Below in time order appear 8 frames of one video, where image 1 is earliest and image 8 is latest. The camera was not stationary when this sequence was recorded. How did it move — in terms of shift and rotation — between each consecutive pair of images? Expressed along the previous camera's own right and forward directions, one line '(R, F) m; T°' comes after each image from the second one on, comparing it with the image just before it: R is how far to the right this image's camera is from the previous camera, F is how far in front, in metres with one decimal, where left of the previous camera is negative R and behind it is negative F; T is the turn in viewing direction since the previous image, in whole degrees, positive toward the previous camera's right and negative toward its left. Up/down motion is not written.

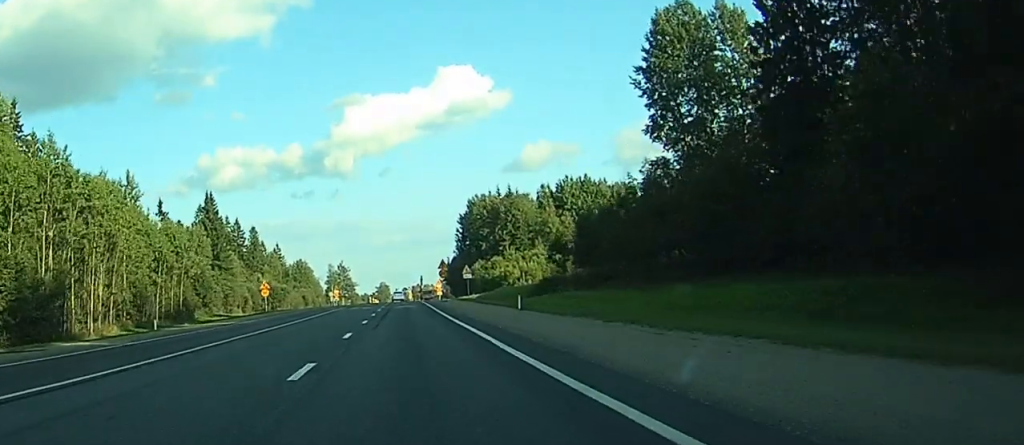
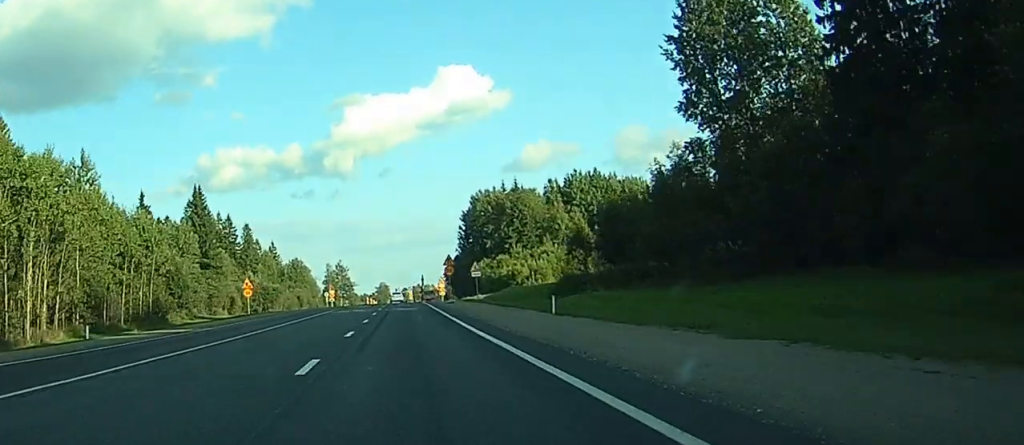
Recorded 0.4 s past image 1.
(0.0, +11.5) m; 0°
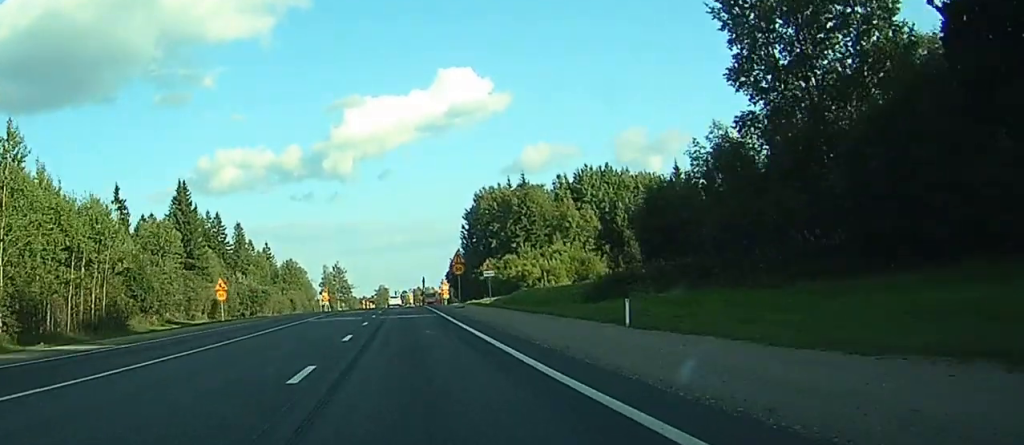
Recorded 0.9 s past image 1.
(0.0, +13.3) m; 0°
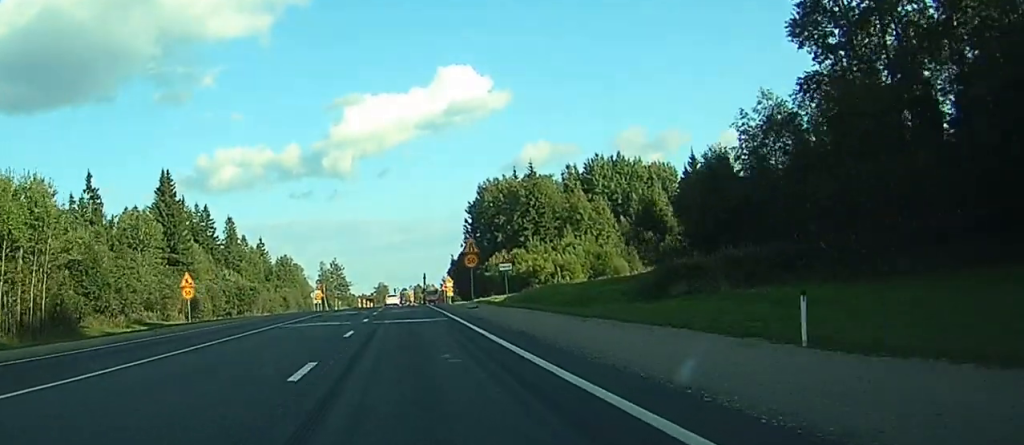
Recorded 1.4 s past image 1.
(0.0, +12.0) m; 0°
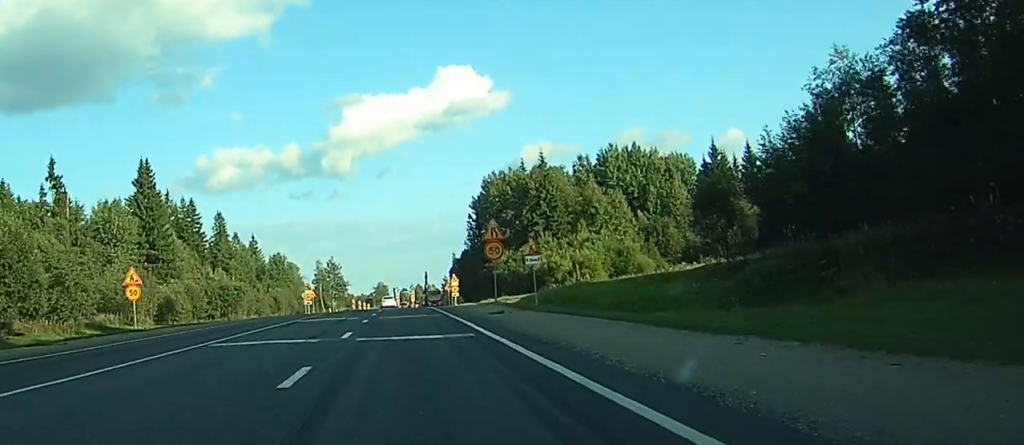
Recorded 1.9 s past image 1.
(0.0, +13.7) m; 0°
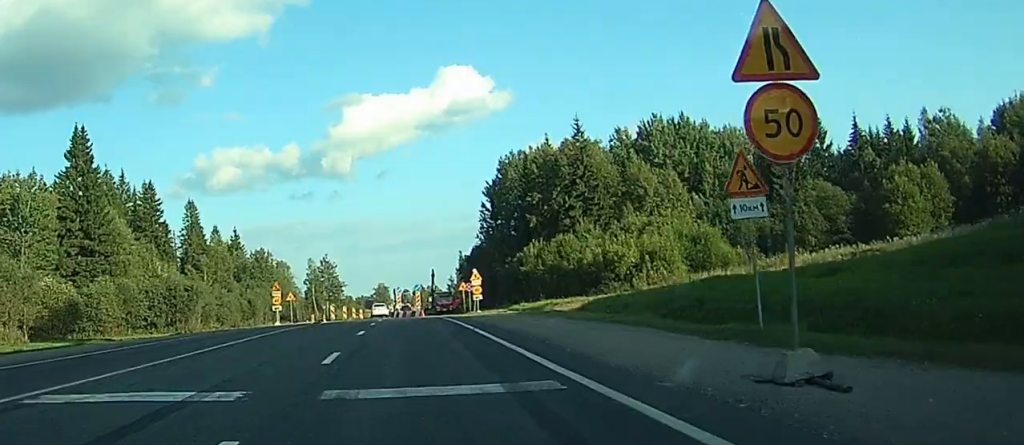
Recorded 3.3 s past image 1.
(+0.1, +33.7) m; 0°
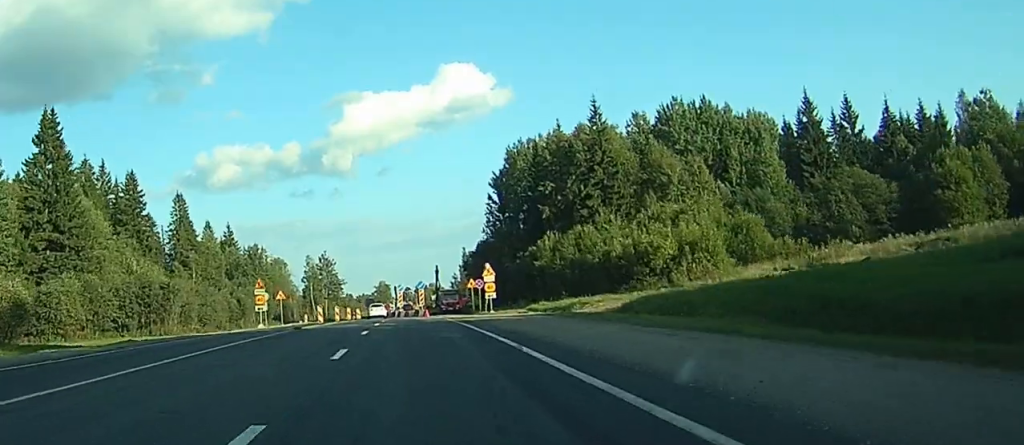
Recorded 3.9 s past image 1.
(0.0, +12.2) m; 0°
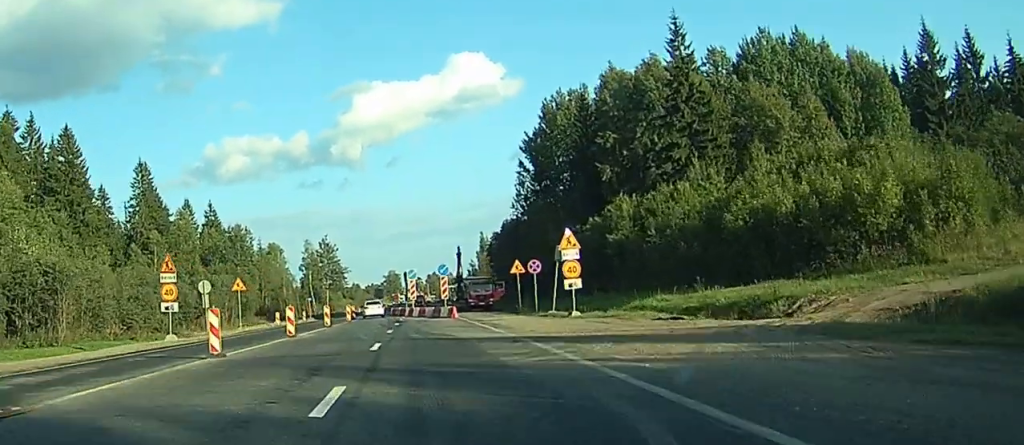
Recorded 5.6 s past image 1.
(-0.2, +35.5) m; -1°
